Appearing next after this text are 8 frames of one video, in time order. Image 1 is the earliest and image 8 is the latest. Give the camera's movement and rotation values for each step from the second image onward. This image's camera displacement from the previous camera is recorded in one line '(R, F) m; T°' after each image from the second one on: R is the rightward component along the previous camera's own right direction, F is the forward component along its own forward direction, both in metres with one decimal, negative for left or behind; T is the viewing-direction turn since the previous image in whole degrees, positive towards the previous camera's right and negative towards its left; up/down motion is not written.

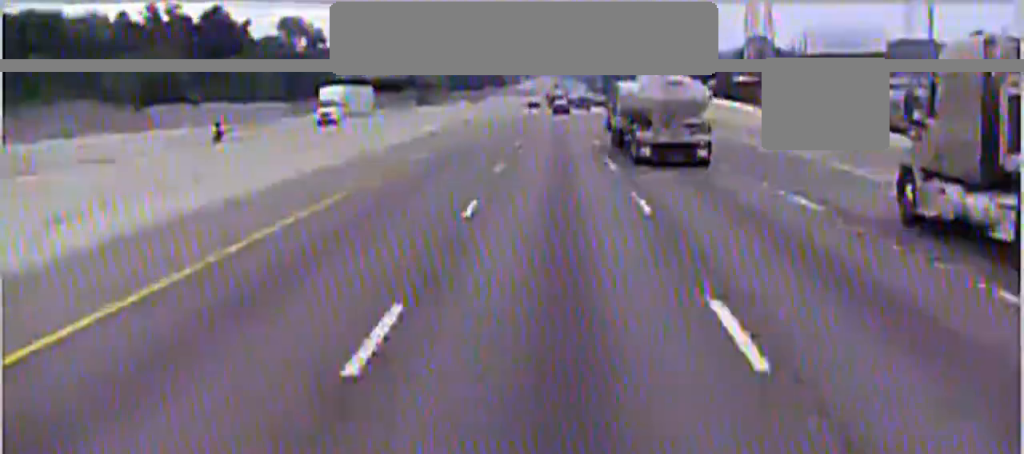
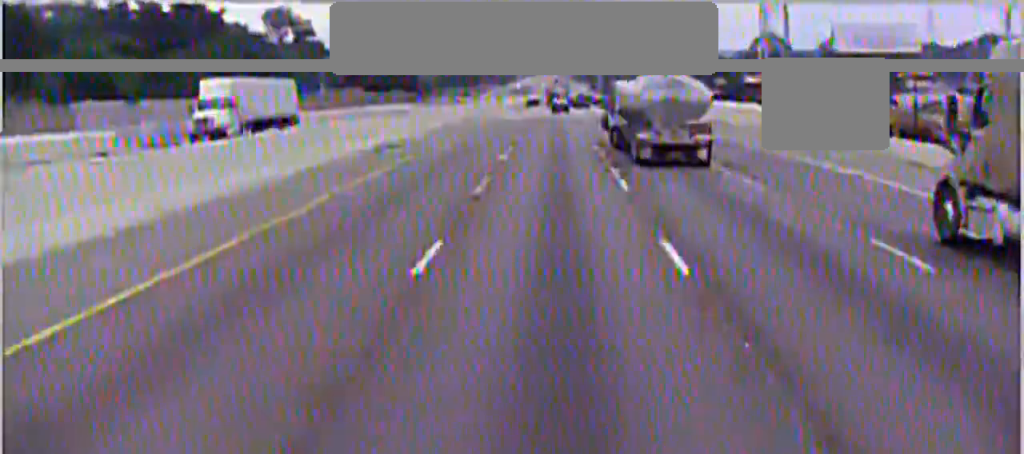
(+0.1, +20.9) m; 0°
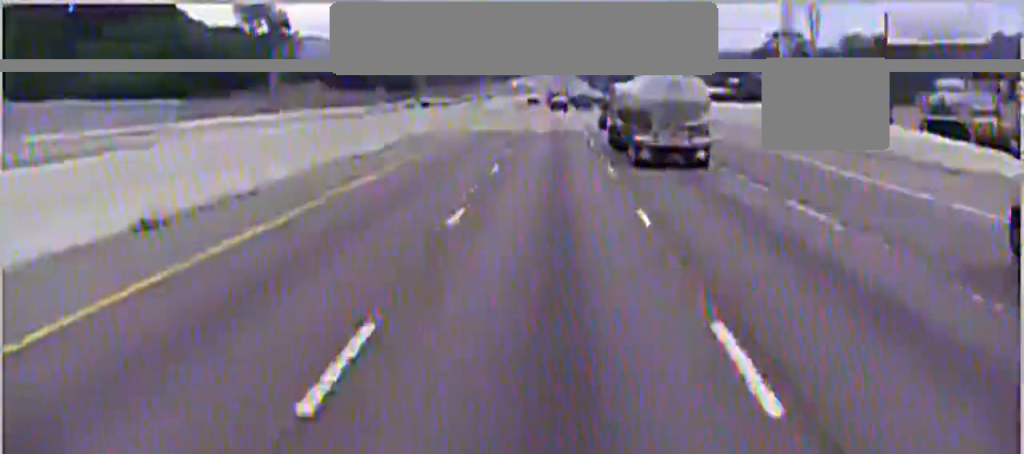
(0.0, +33.0) m; 0°
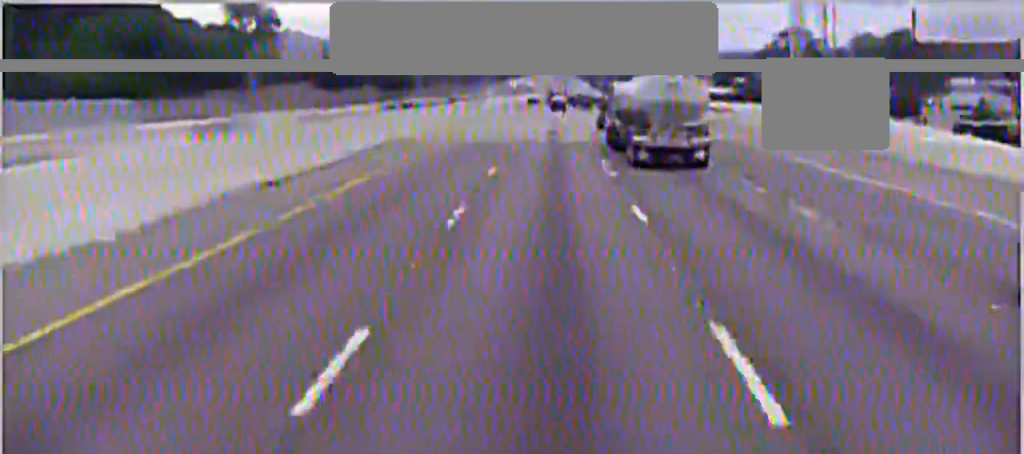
(-0.1, +12.3) m; 0°
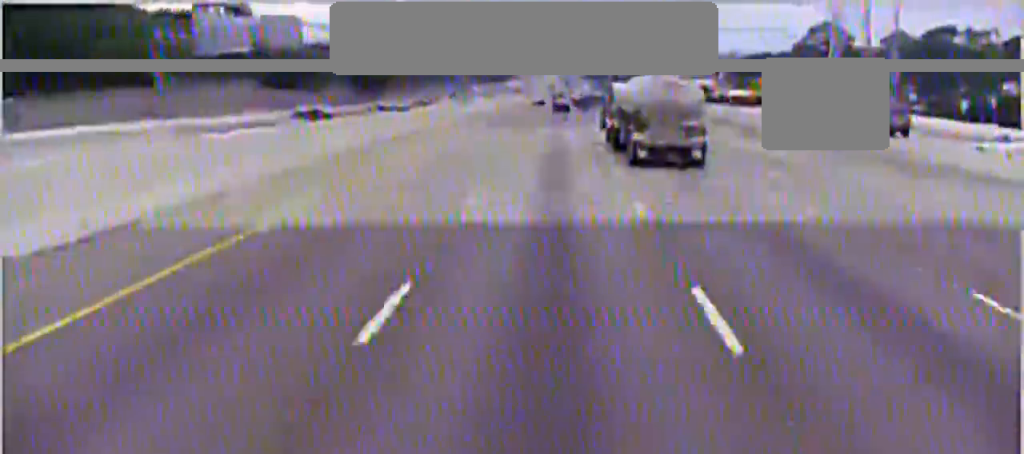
(+0.1, +34.5) m; 0°
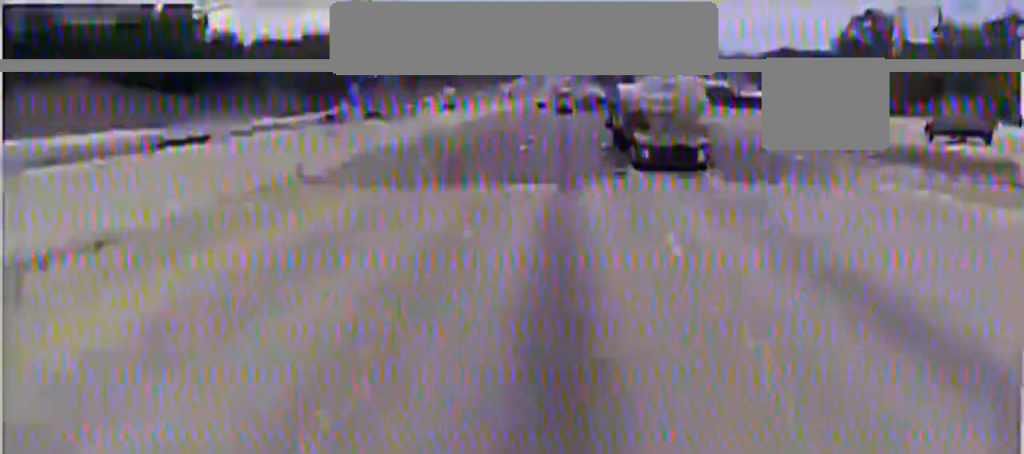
(-0.1, +44.6) m; 0°
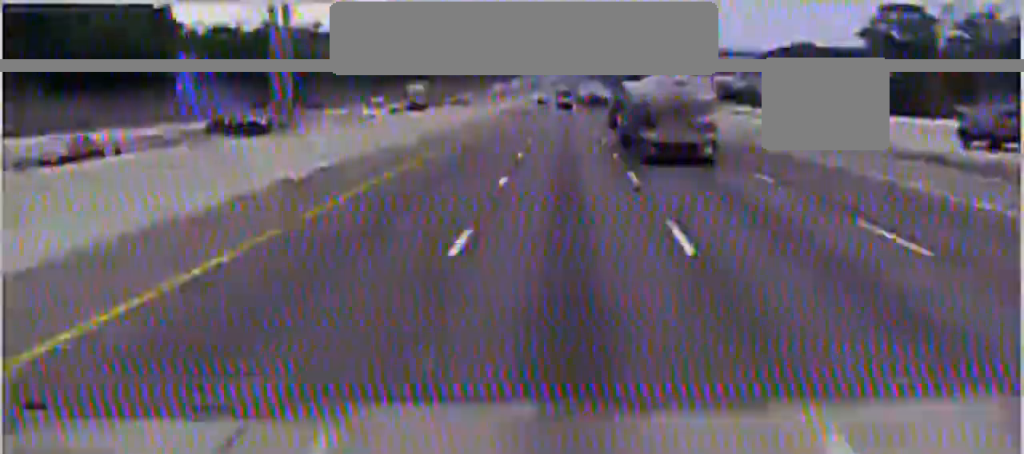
(0.0, +22.4) m; 0°
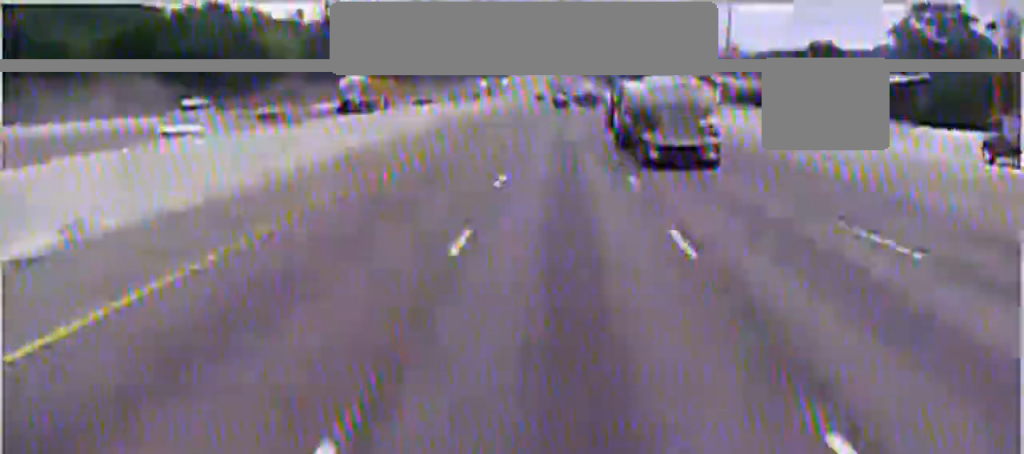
(-0.2, +24.5) m; 0°
